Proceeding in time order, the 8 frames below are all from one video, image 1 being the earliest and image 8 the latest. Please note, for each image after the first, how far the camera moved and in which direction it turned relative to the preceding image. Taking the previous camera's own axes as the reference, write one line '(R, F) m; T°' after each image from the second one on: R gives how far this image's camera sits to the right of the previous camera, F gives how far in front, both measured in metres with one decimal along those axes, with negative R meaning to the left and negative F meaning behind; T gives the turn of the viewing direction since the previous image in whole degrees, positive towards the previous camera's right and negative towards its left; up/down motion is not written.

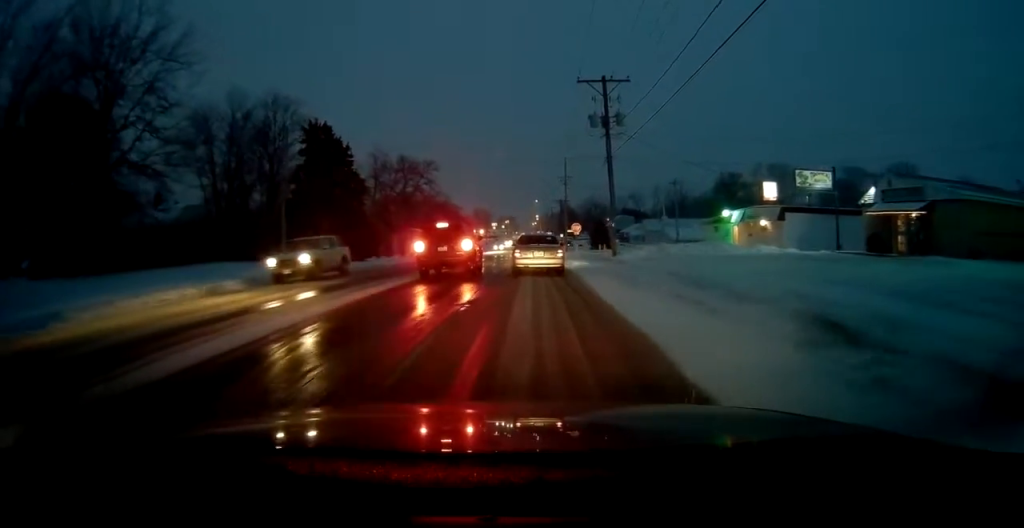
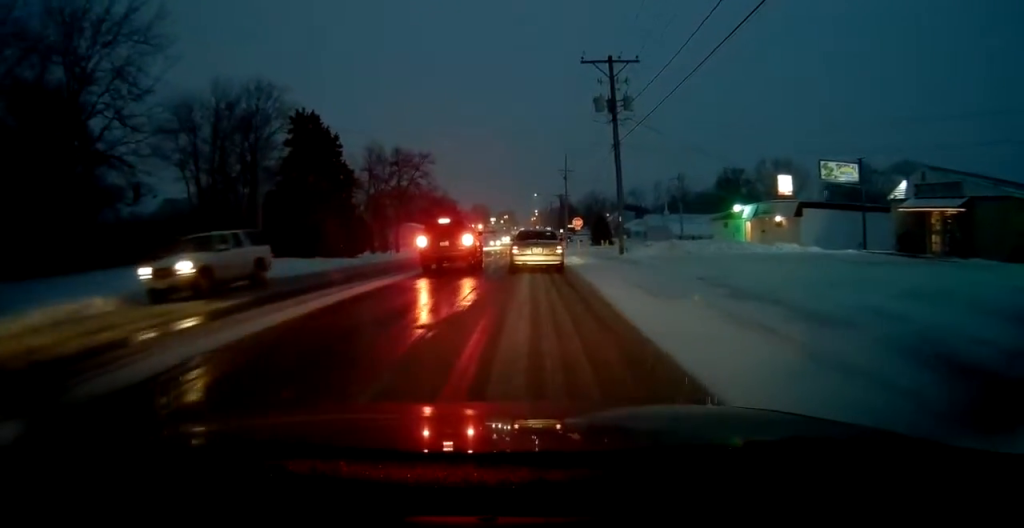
(0.0, +3.2) m; 0°
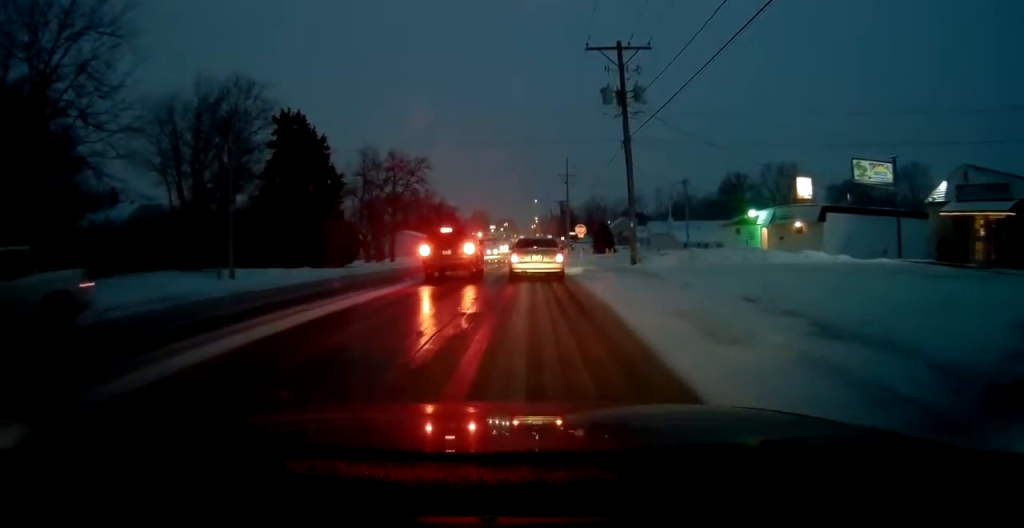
(0.0, +3.4) m; 0°
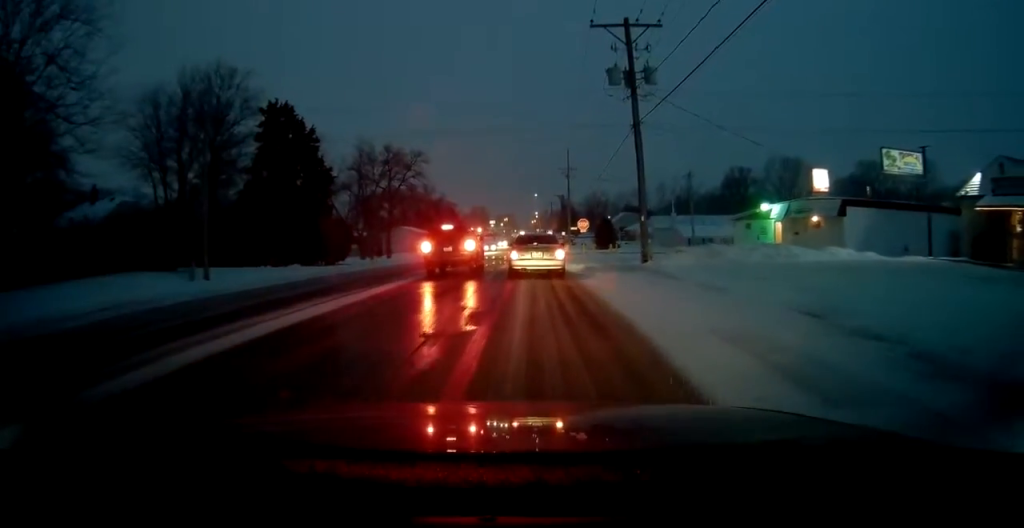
(0.0, +1.8) m; 0°
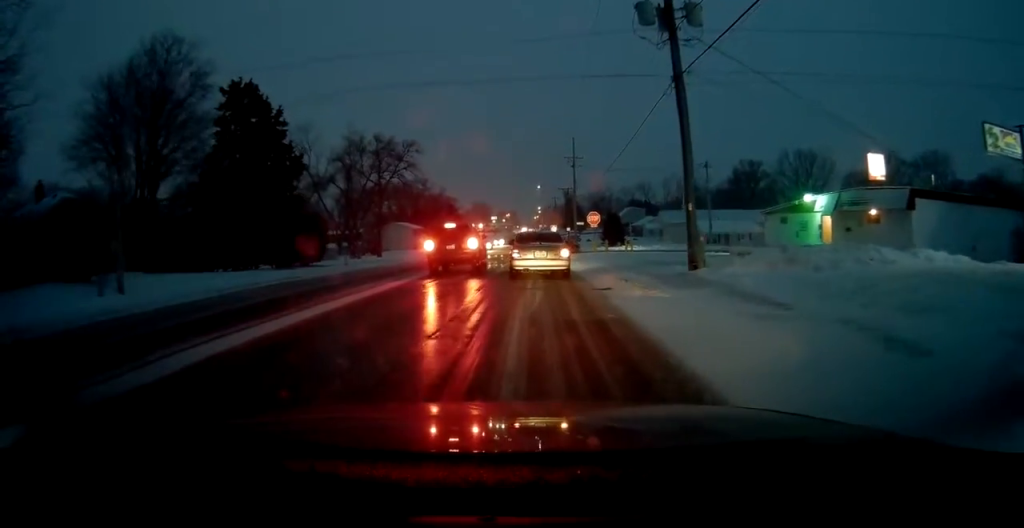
(0.0, +4.7) m; 0°
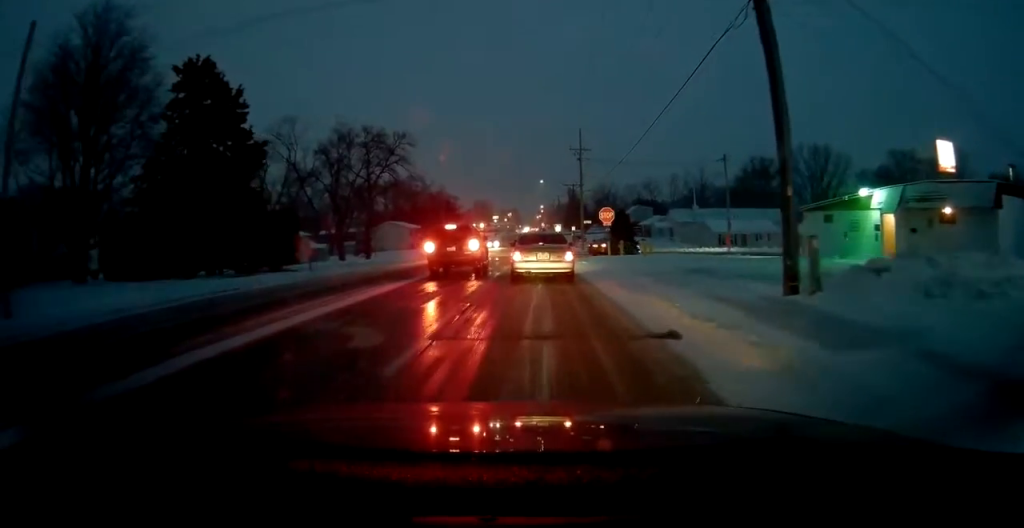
(0.0, +6.5) m; 0°
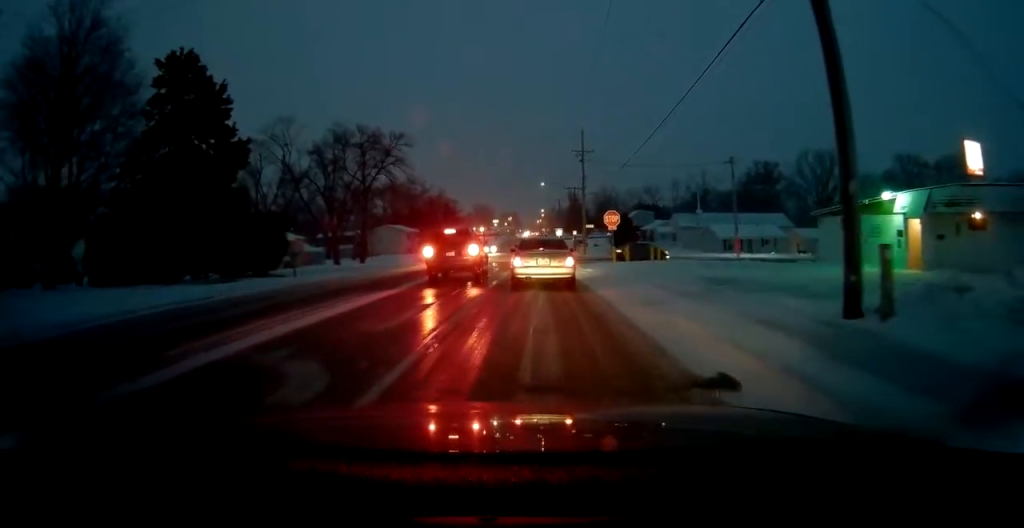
(0.0, +2.2) m; 0°
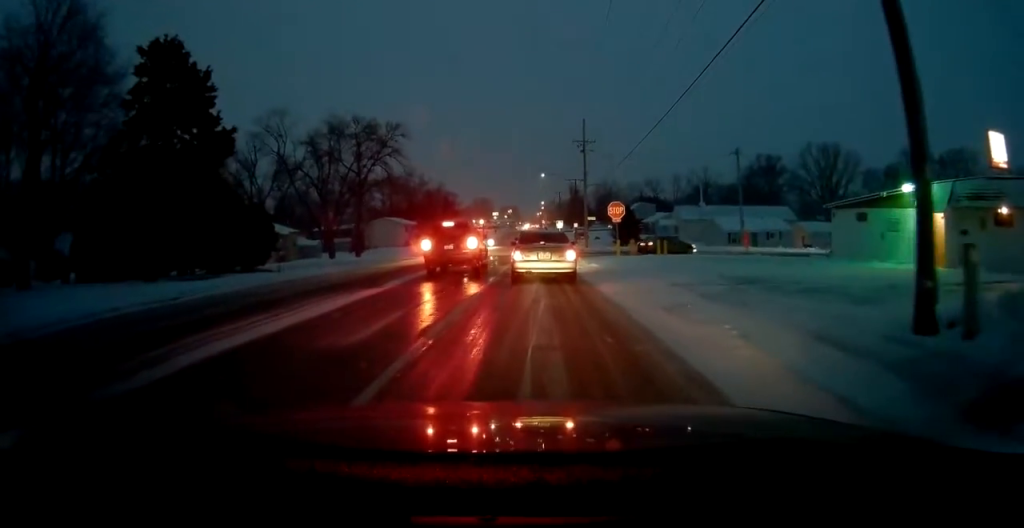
(0.0, +1.9) m; 0°
